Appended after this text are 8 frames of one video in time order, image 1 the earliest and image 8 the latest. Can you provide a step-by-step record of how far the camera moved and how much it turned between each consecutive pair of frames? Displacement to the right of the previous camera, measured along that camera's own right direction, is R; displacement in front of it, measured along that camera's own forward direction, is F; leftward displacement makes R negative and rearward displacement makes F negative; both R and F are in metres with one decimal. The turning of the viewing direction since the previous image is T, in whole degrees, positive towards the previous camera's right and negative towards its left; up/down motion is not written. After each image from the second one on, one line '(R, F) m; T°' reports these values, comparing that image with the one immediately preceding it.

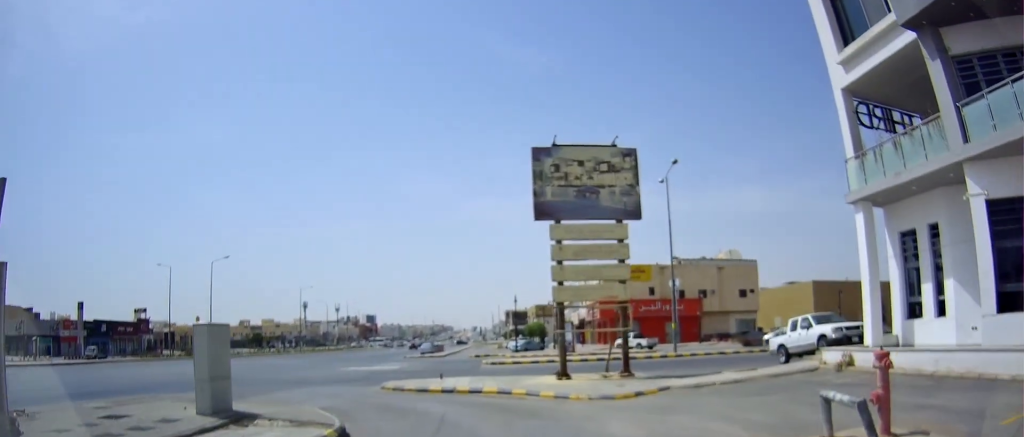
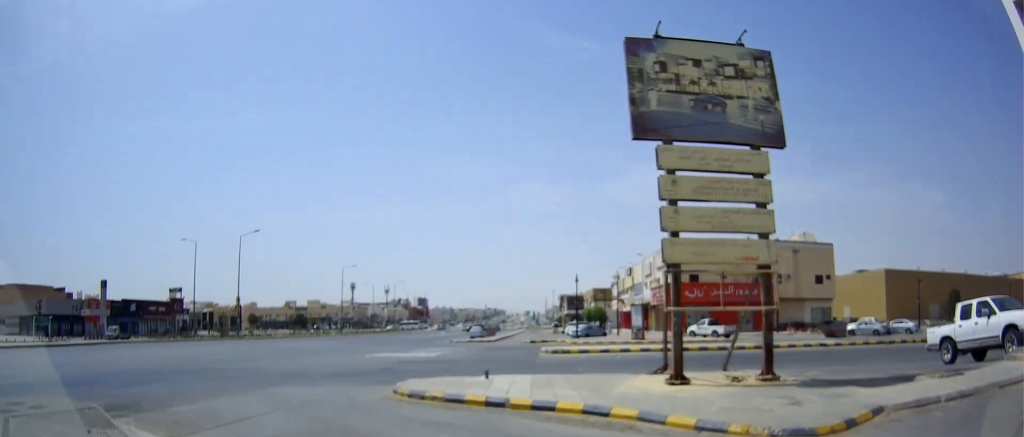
(+0.2, +9.1) m; +1°
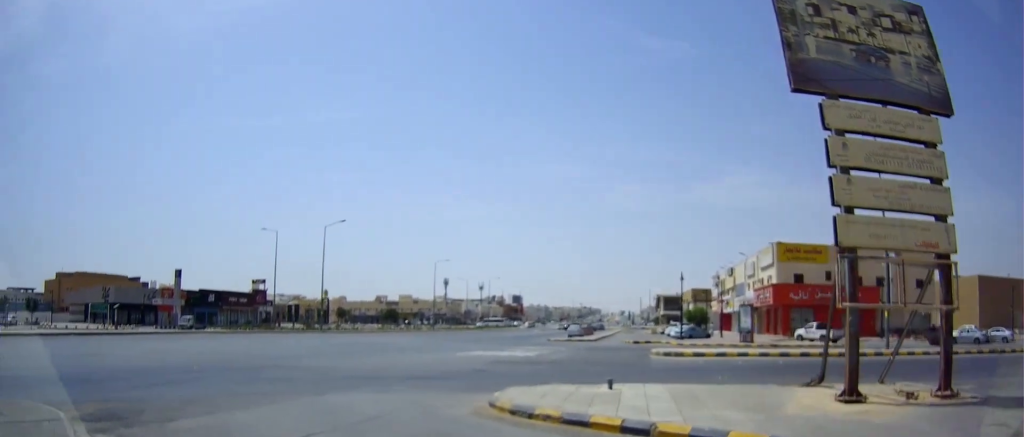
(-0.2, +3.0) m; -12°
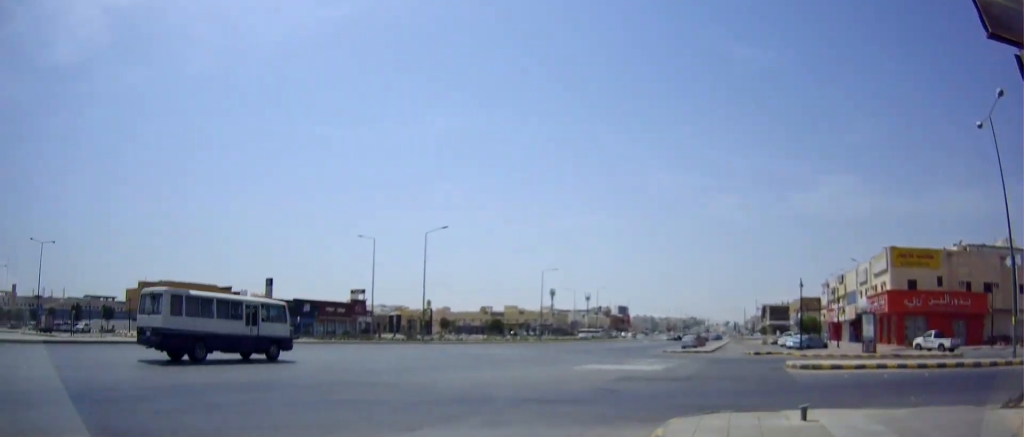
(-0.4, +2.9) m; -5°
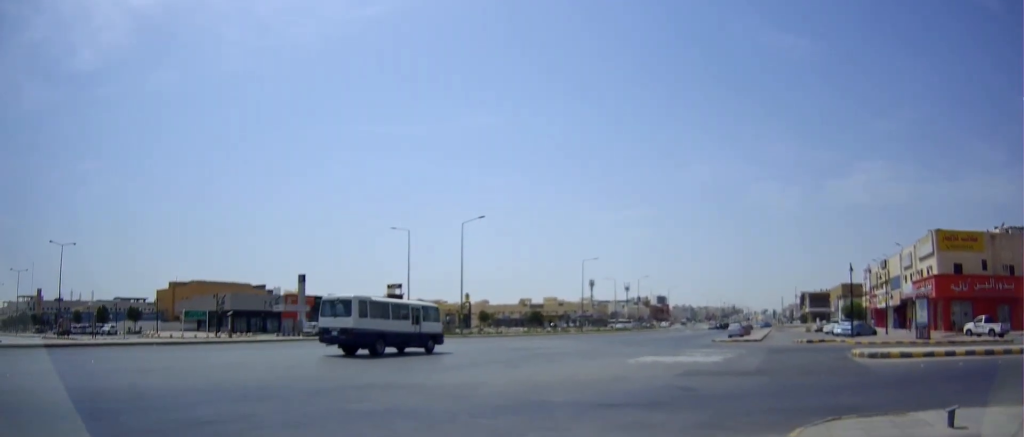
(-0.3, +2.1) m; 0°
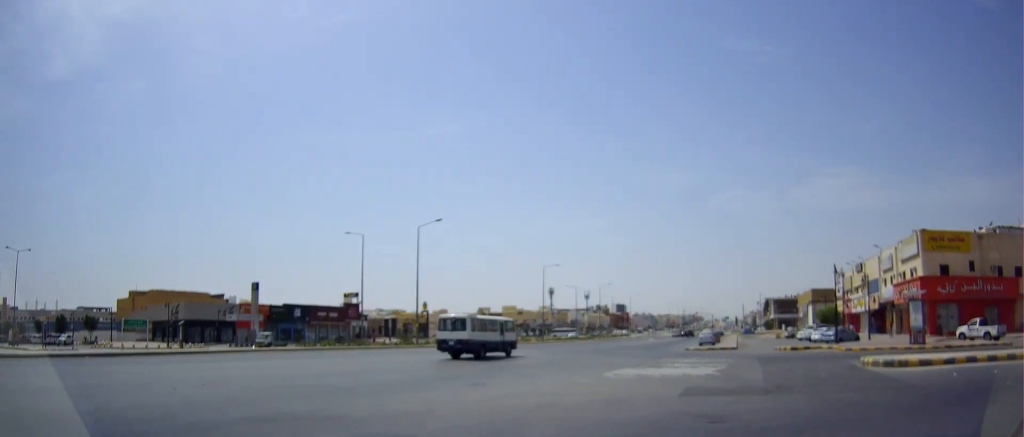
(+0.6, +3.4) m; 0°
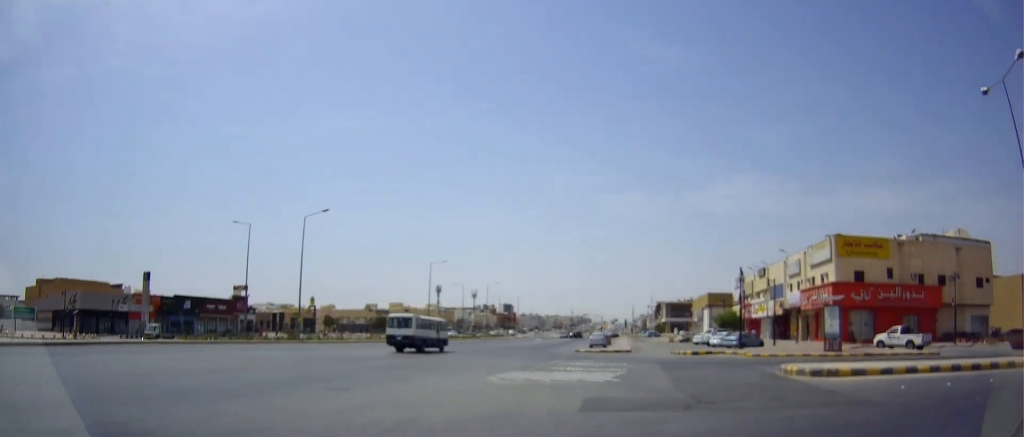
(-0.4, +2.3) m; -3°
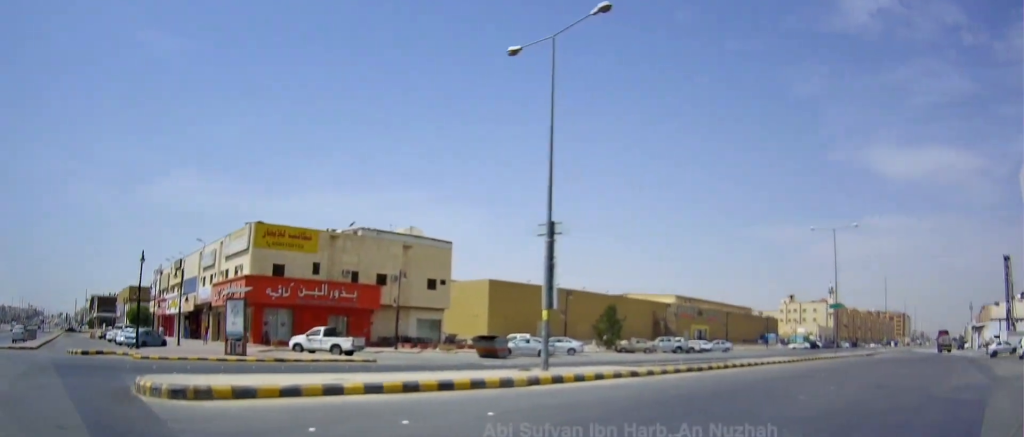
(+1.1, +6.3) m; +34°
